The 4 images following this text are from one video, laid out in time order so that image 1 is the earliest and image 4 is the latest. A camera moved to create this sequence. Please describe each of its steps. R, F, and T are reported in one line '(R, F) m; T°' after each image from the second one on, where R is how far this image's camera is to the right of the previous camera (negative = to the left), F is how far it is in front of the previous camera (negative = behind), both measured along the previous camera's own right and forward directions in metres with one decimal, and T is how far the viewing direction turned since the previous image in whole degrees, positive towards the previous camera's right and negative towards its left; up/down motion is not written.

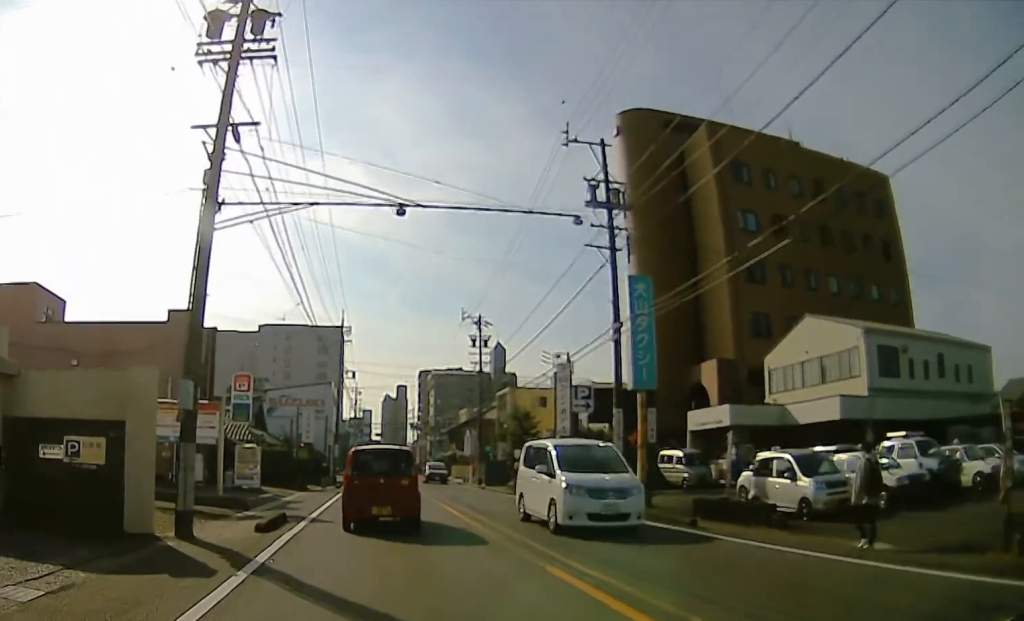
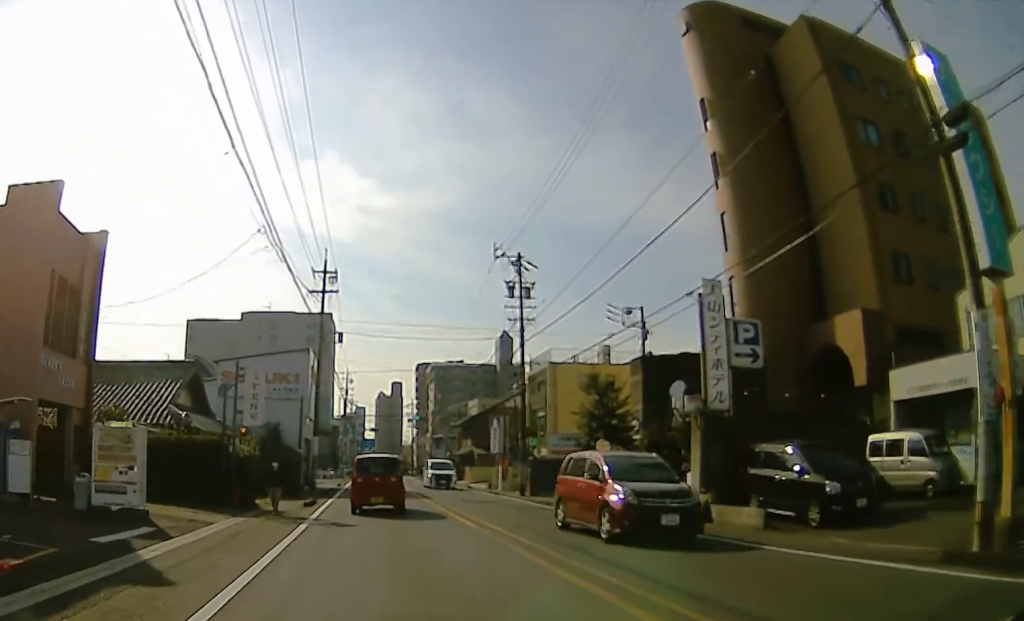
(0.0, +16.6) m; 0°
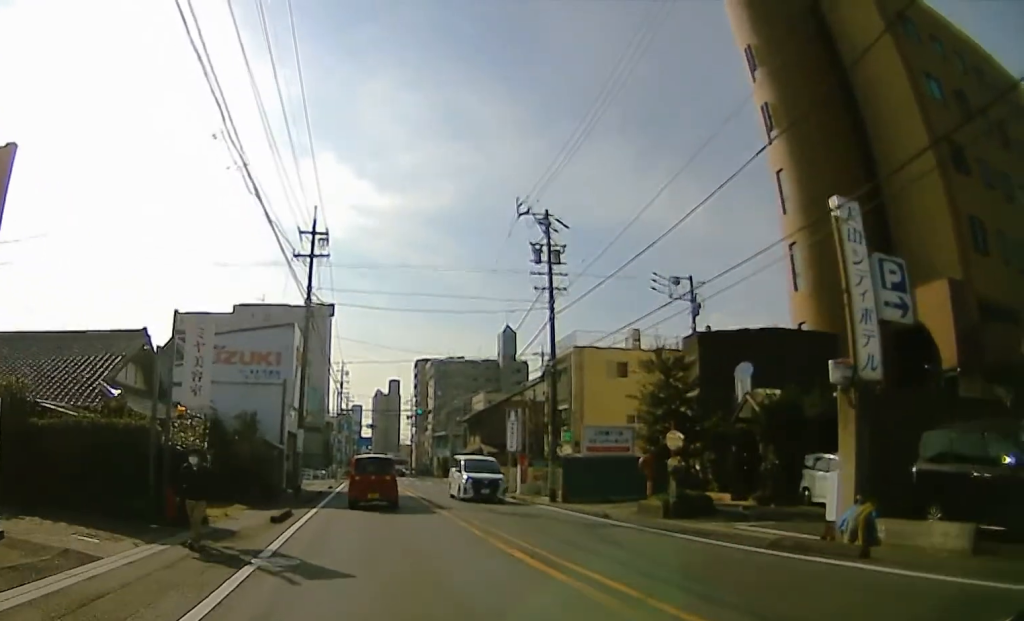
(0.0, +6.9) m; 0°
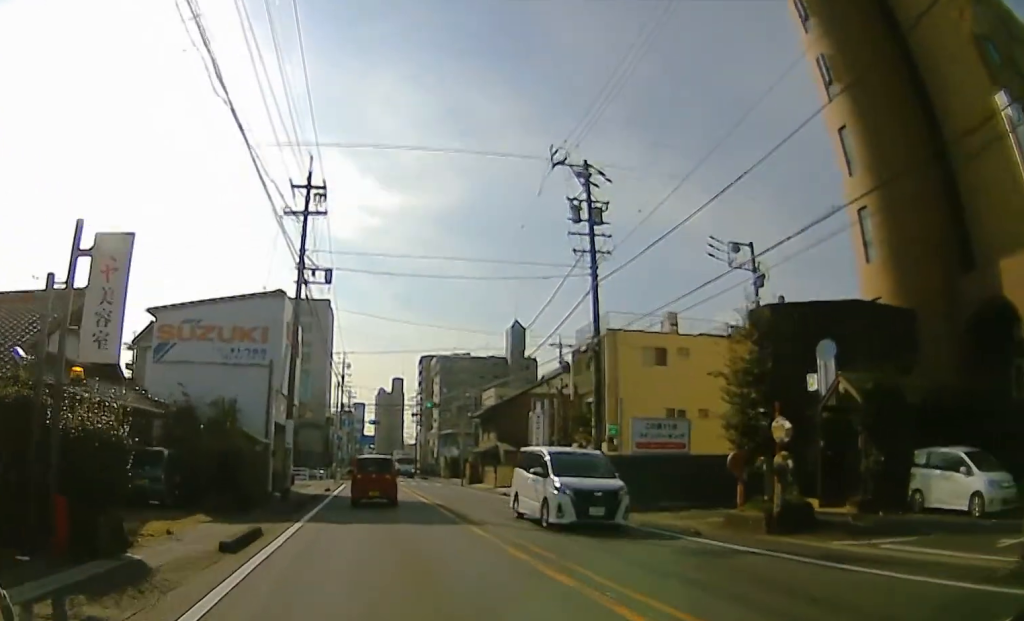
(0.0, +5.8) m; 0°
